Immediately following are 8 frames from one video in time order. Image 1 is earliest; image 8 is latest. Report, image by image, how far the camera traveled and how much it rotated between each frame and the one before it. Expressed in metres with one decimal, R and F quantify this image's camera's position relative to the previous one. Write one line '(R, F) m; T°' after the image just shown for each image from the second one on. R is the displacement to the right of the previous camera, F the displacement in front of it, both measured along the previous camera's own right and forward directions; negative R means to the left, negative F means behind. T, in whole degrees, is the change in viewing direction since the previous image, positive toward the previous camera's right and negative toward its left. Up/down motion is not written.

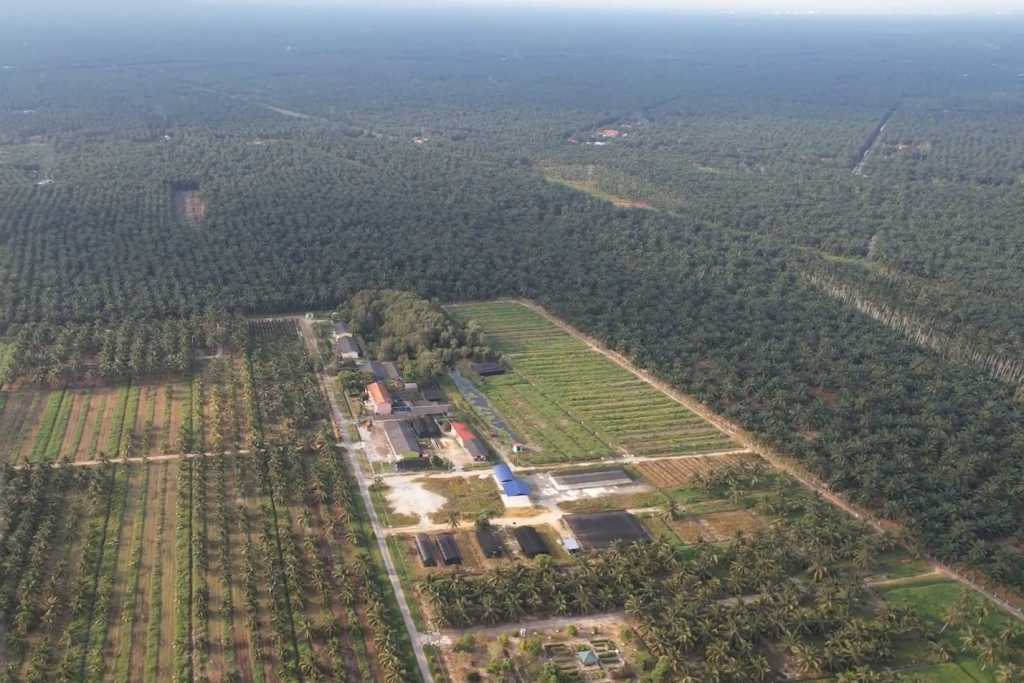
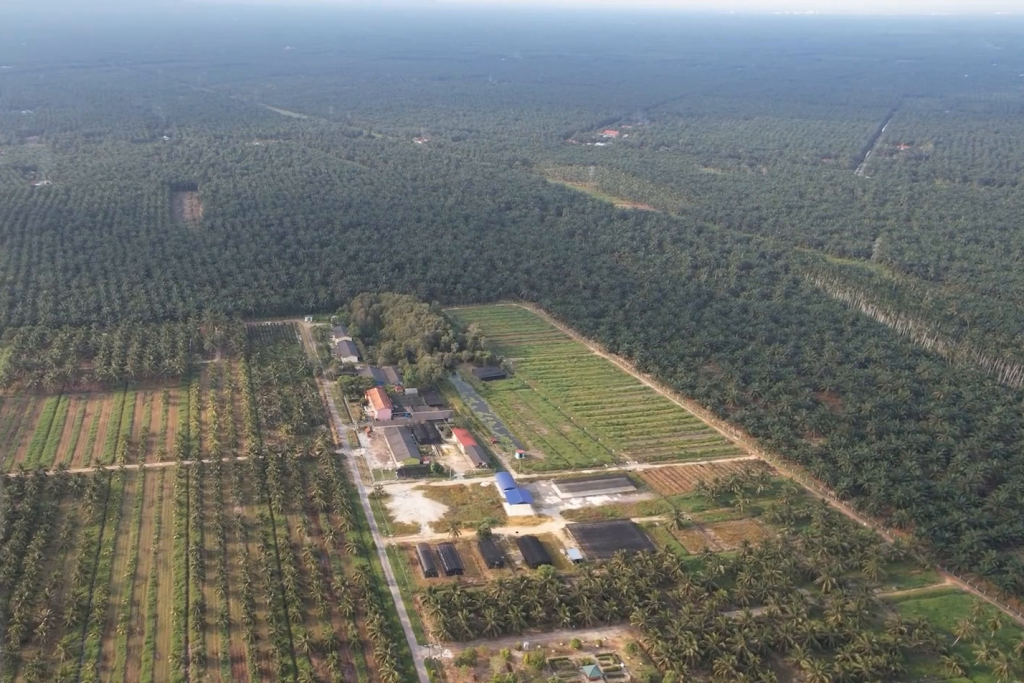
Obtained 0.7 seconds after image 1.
(0.0, +7.1) m; 0°
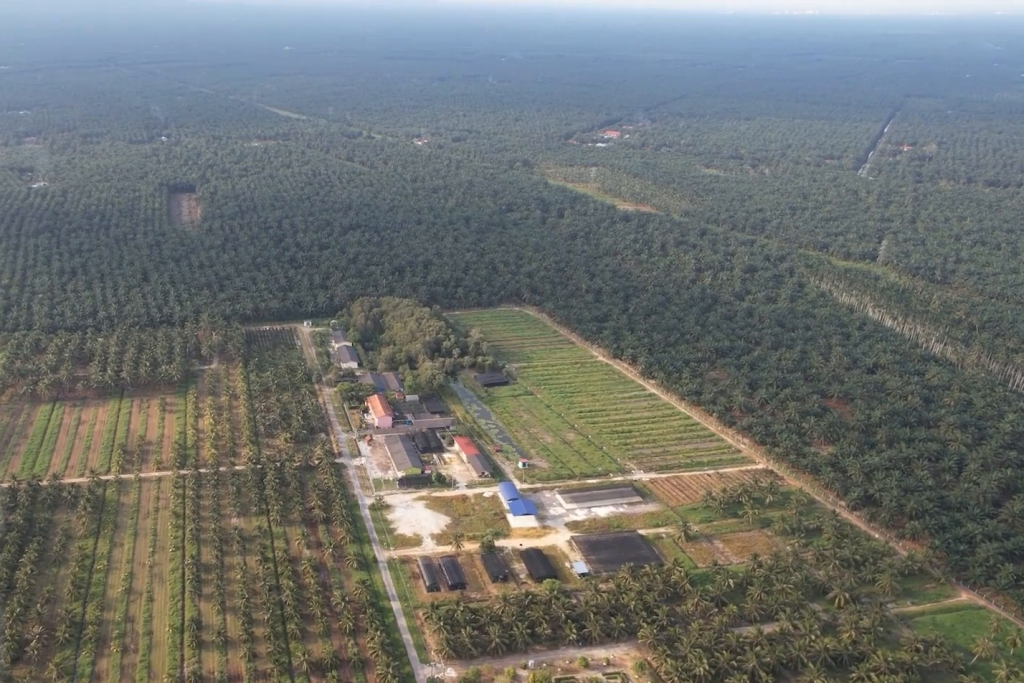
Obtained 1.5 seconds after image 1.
(0.0, +9.9) m; 0°
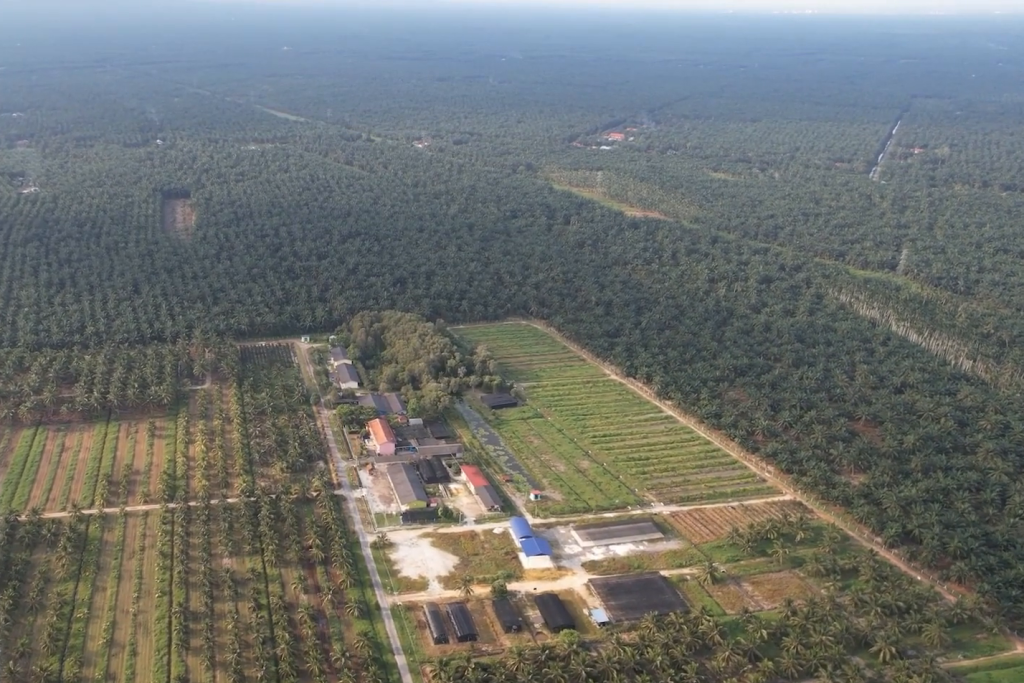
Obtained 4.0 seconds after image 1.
(0.0, +30.9) m; 0°
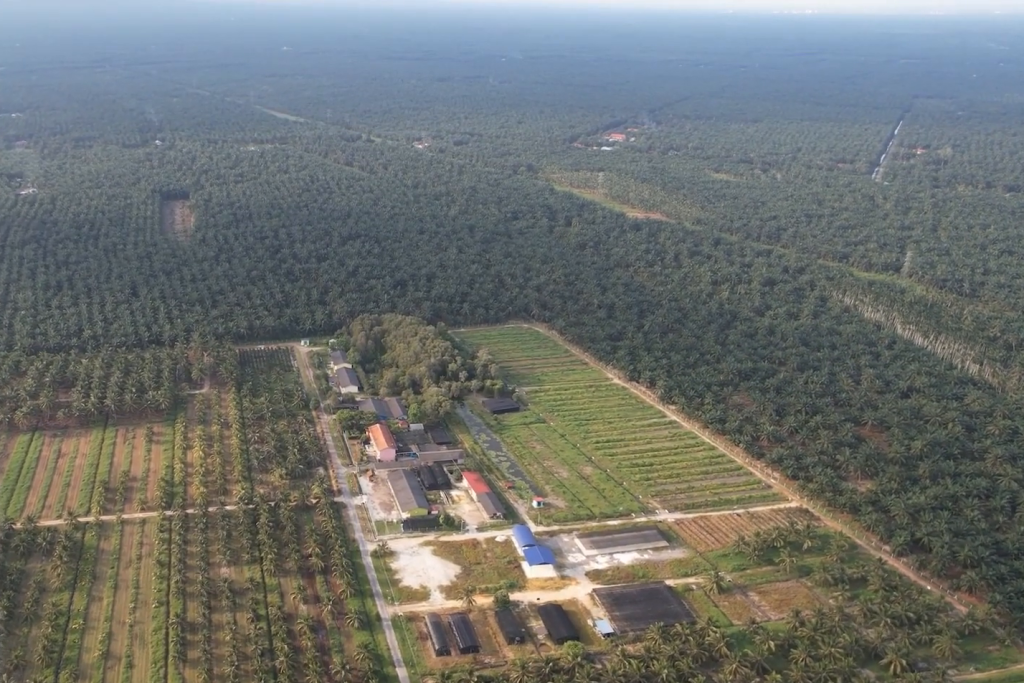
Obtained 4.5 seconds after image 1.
(0.0, +6.0) m; 0°
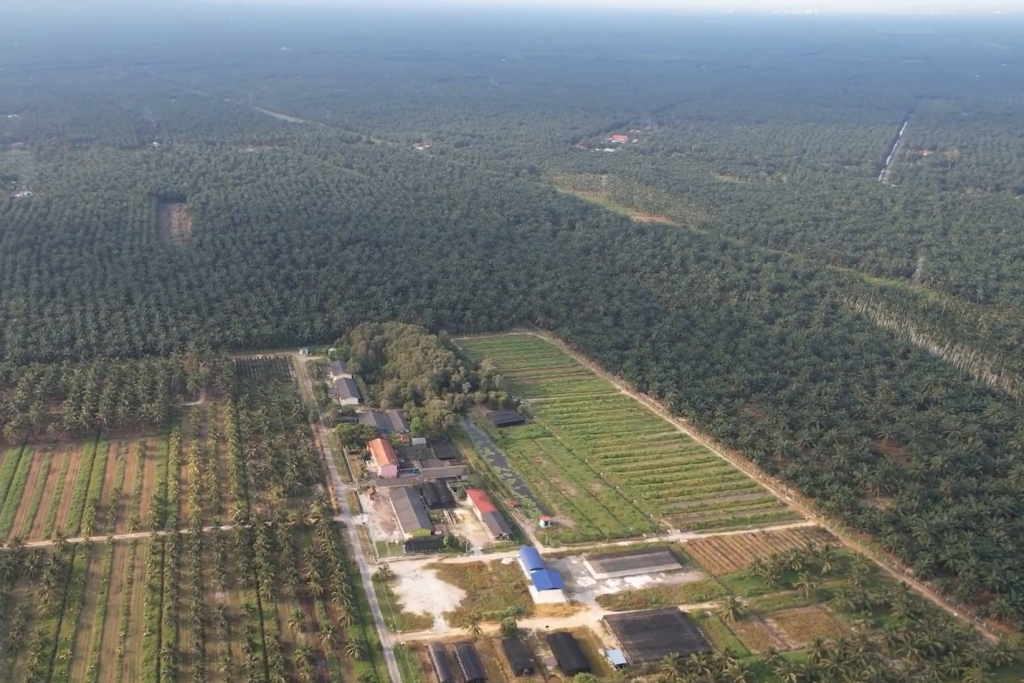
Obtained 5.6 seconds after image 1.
(0.0, +14.7) m; 0°
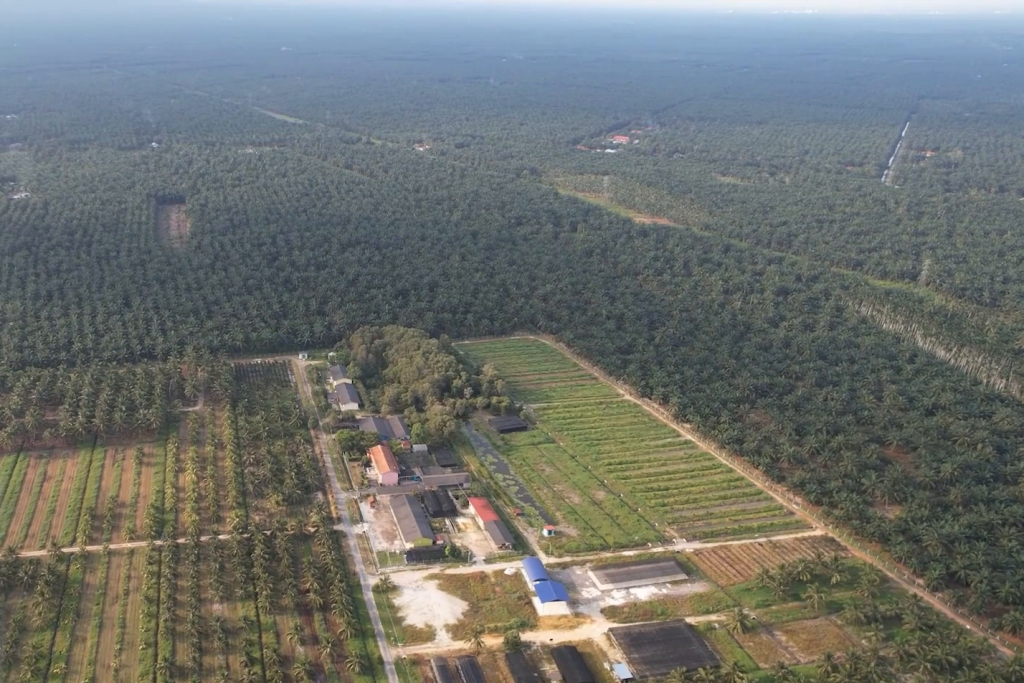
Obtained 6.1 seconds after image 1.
(0.0, +5.9) m; 0°
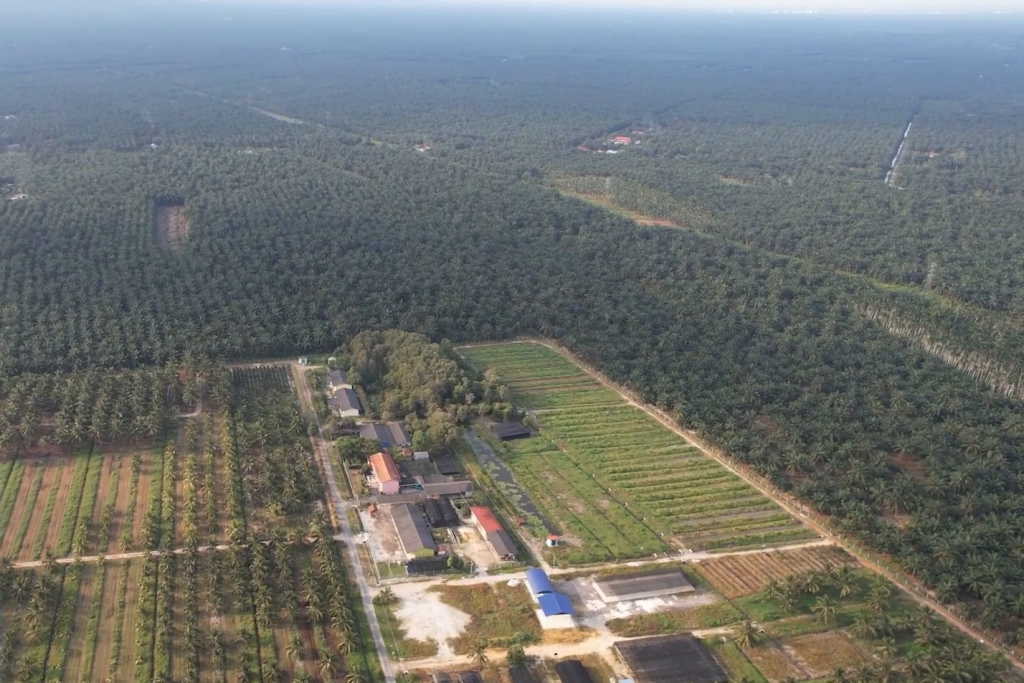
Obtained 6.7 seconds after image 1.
(0.0, +5.8) m; 0°
